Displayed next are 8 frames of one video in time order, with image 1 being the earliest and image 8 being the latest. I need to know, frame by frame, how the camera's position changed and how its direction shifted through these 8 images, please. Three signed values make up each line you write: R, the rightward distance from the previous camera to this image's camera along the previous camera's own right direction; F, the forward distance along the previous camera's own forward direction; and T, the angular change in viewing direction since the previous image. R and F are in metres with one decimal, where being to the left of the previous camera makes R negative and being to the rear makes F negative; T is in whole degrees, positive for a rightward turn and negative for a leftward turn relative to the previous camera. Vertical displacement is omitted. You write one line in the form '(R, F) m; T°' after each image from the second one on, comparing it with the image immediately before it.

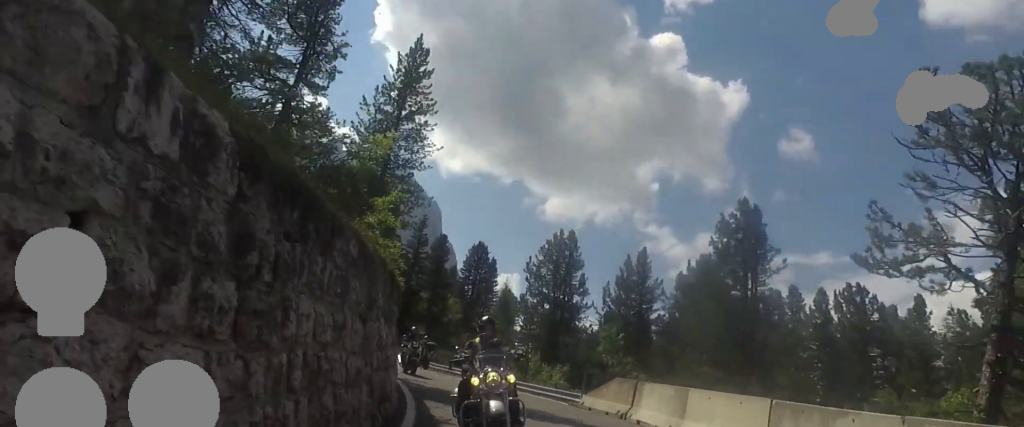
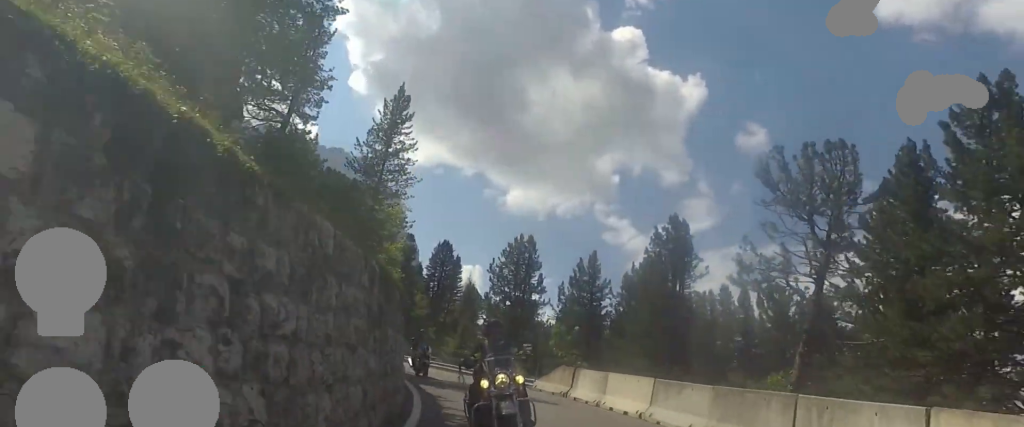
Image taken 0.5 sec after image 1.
(+1.1, +4.8) m; +4°
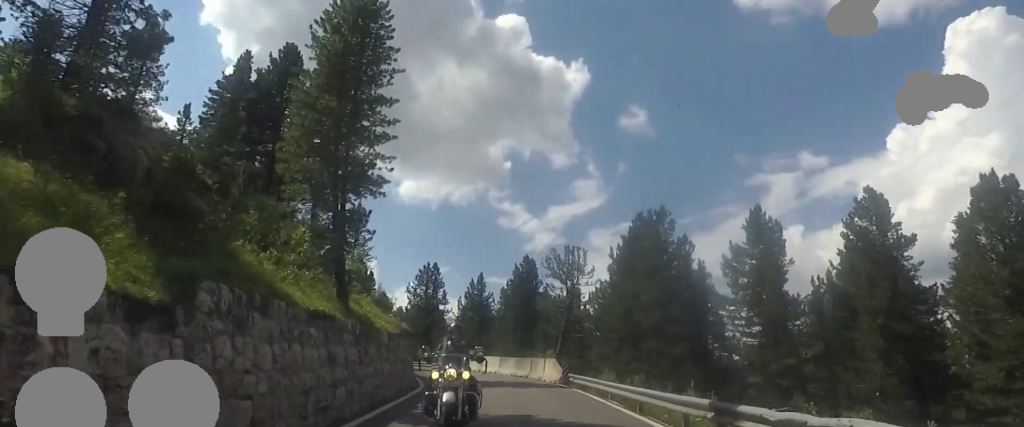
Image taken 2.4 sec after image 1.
(-0.6, +21.7) m; -2°
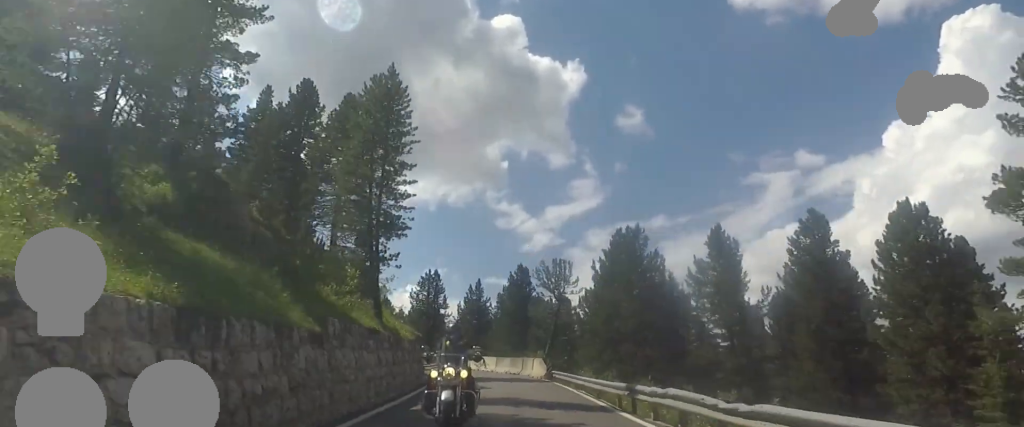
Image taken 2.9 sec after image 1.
(-0.6, +5.4) m; +2°
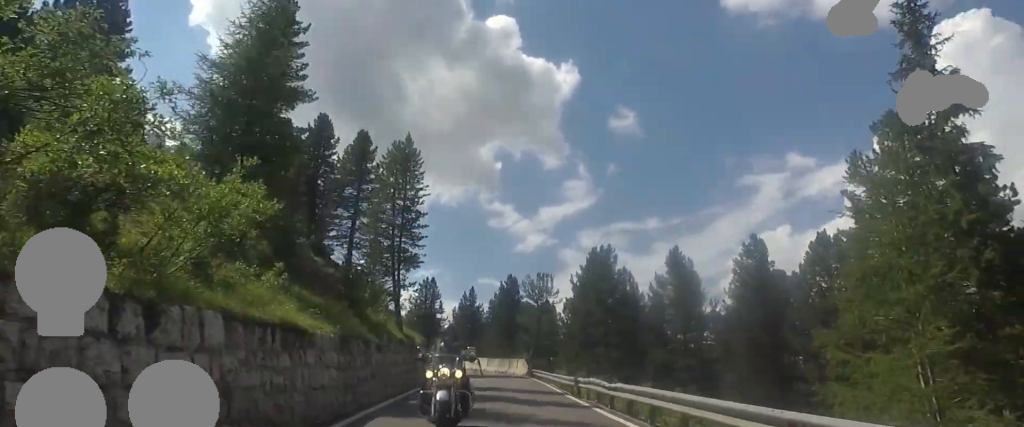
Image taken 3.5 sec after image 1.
(+1.0, +7.0) m; +4°
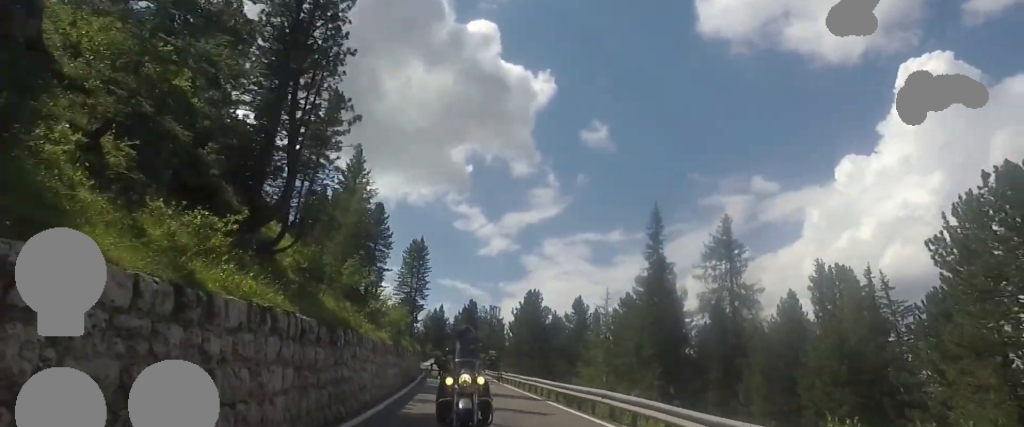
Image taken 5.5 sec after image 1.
(+2.9, +25.1) m; +7°
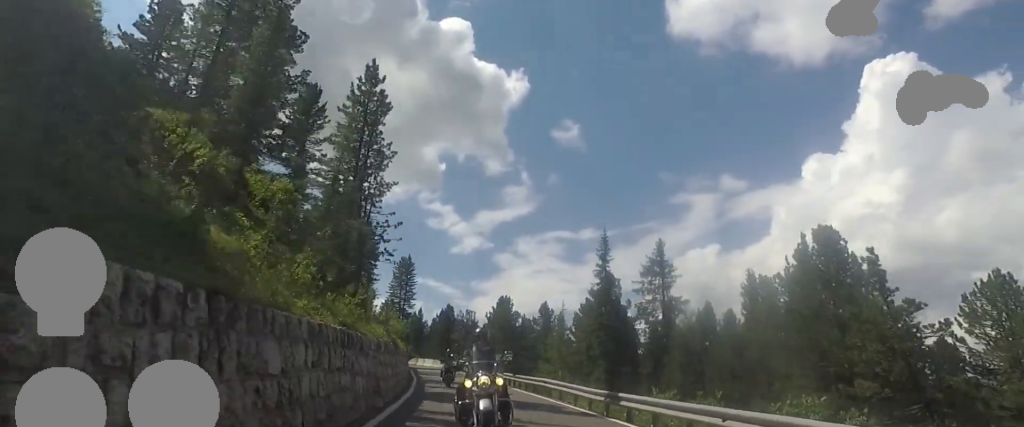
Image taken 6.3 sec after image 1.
(-0.6, +10.0) m; -1°
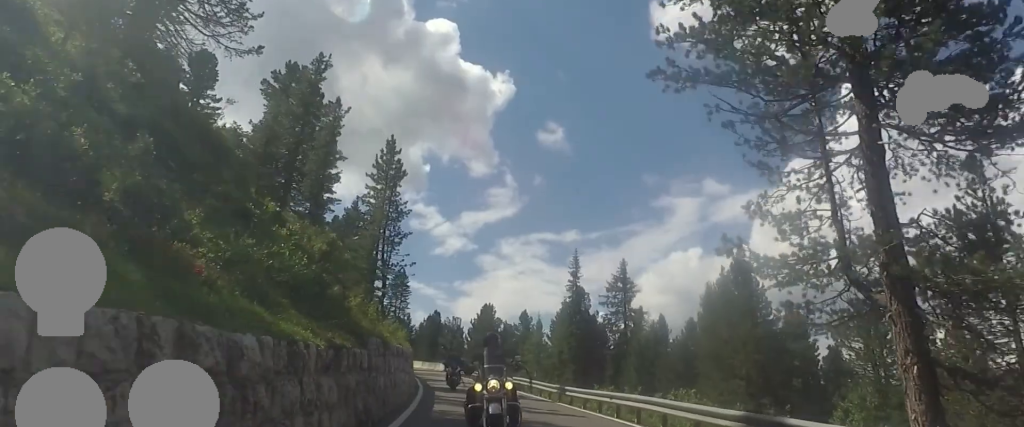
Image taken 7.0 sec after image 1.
(-0.7, +8.7) m; +2°
